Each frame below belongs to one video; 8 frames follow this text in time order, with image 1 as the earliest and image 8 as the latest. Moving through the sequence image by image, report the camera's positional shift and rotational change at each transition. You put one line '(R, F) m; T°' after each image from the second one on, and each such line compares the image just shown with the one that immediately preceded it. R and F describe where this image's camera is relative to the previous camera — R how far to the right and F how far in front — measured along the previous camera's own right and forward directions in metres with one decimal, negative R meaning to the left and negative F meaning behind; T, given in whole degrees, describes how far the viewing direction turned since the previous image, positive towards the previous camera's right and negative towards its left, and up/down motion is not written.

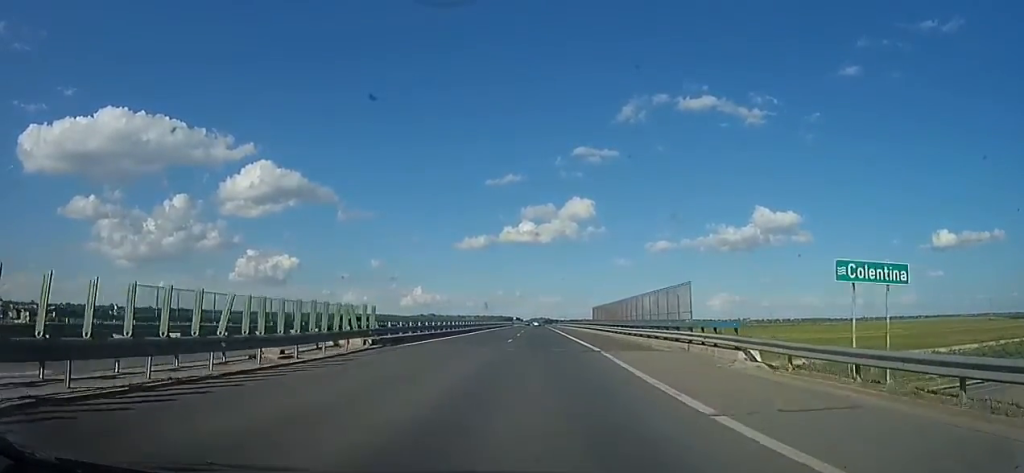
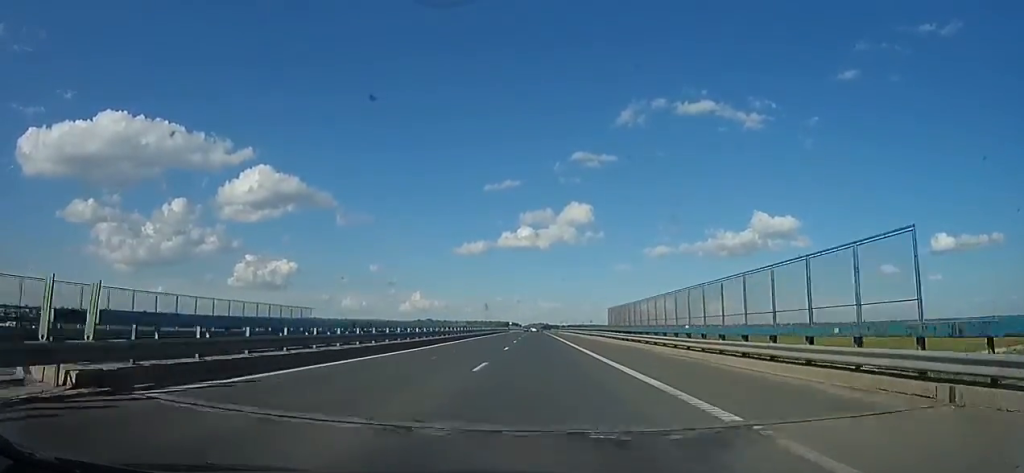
(+0.1, +14.1) m; 0°
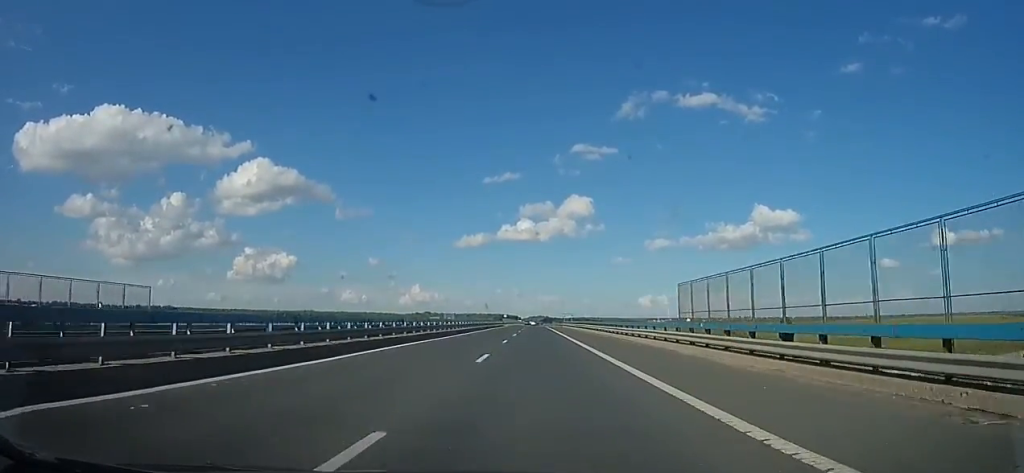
(-0.1, +22.8) m; +2°
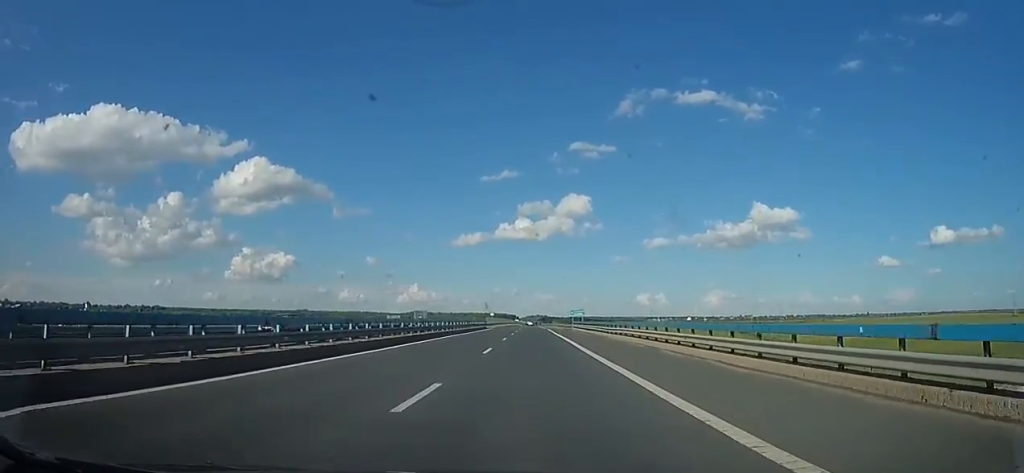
(+0.9, +31.4) m; +1°
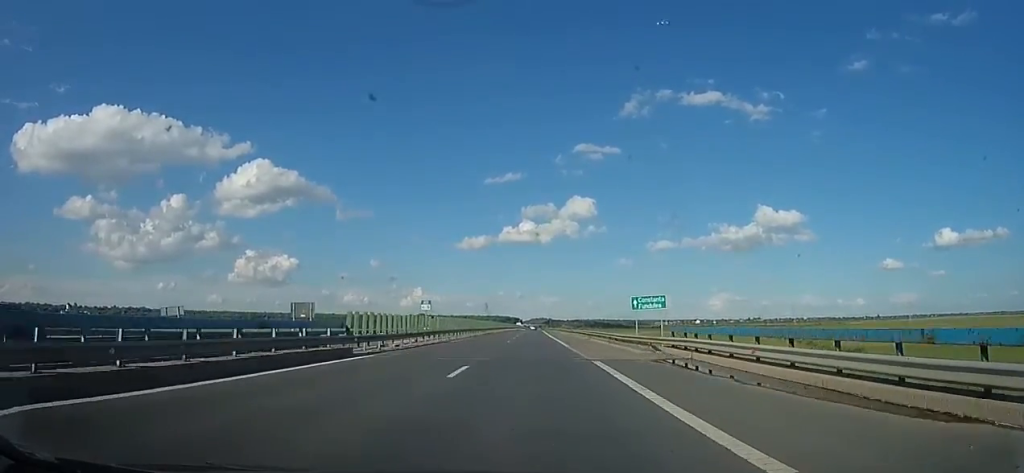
(-1.6, +53.9) m; -3°
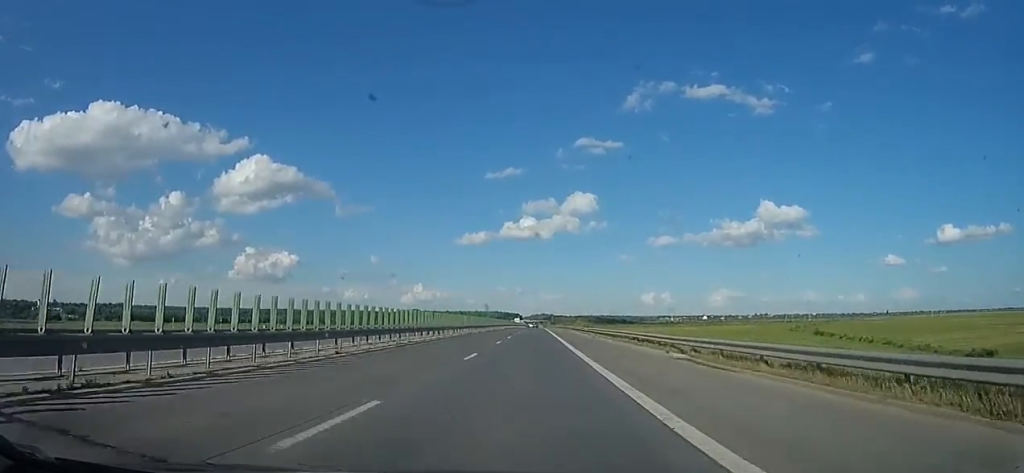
(+0.7, +66.7) m; +1°
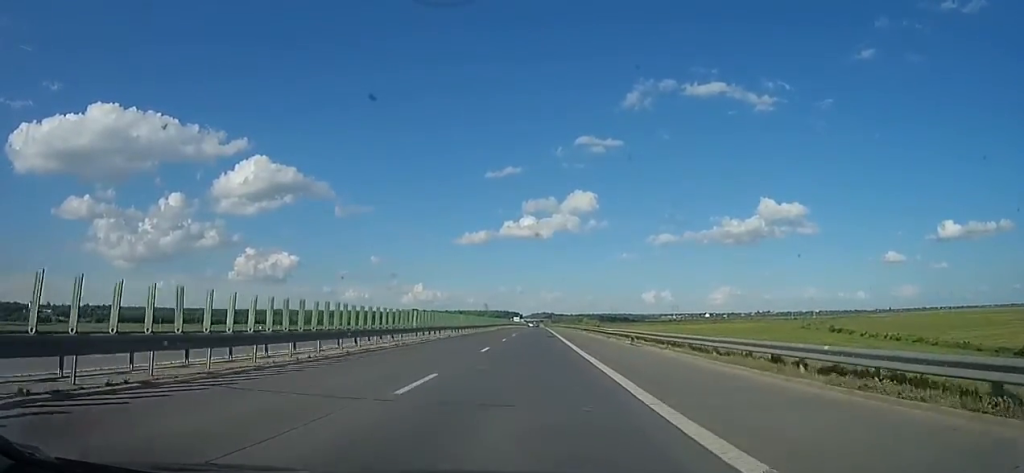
(0.0, +20.0) m; 0°
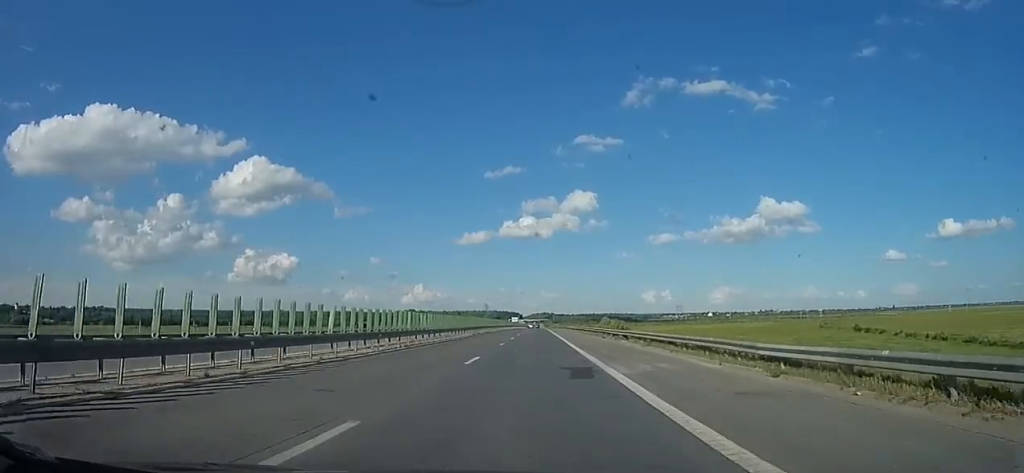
(-0.3, +28.9) m; 0°
